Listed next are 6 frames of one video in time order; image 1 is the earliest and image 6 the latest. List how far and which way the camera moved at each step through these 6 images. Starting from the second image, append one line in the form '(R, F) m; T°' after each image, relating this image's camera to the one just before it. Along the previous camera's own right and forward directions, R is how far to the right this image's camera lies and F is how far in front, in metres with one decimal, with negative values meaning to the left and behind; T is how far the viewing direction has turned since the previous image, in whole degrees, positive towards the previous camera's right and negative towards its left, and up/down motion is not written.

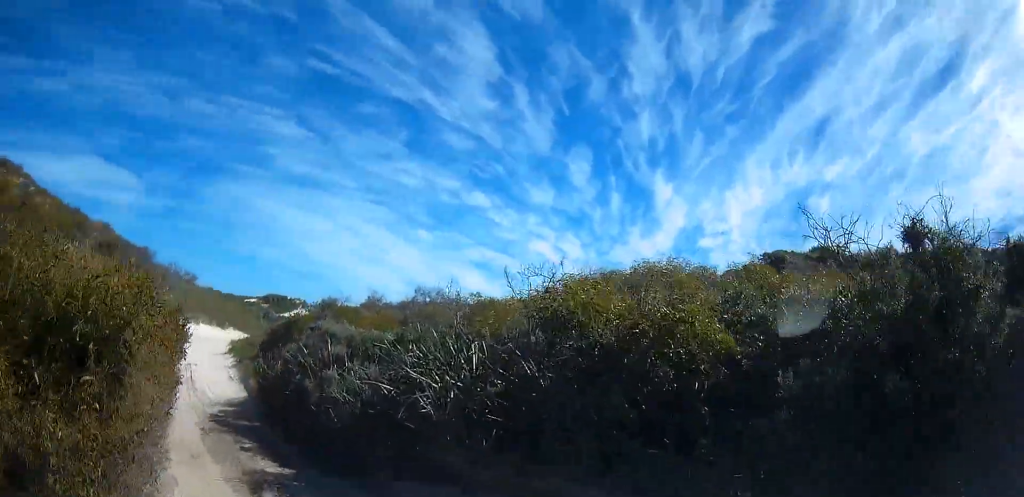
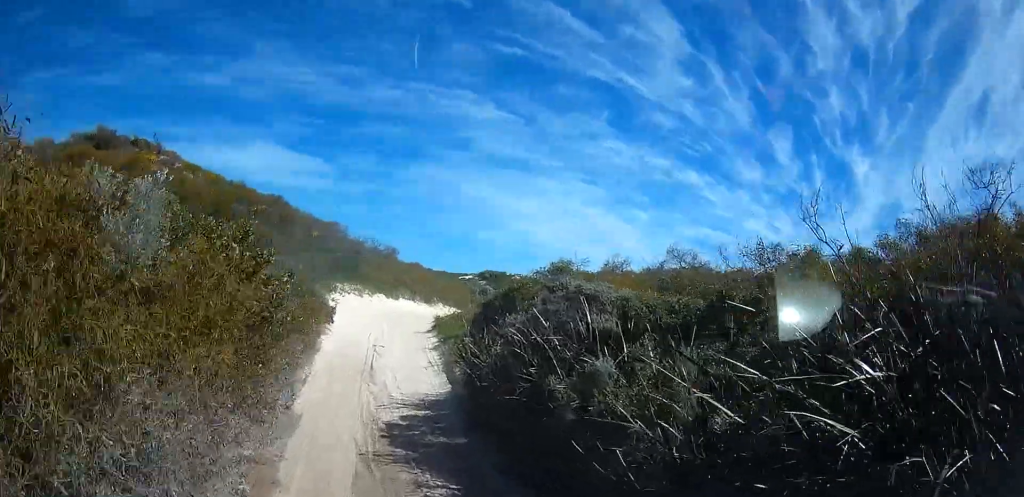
(-0.5, +4.7) m; -9°
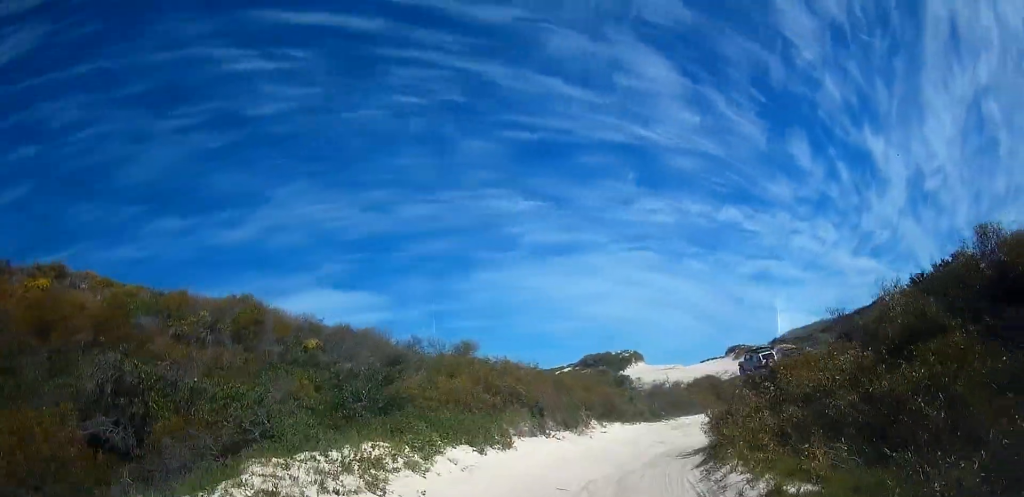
(-2.3, +17.2) m; -4°
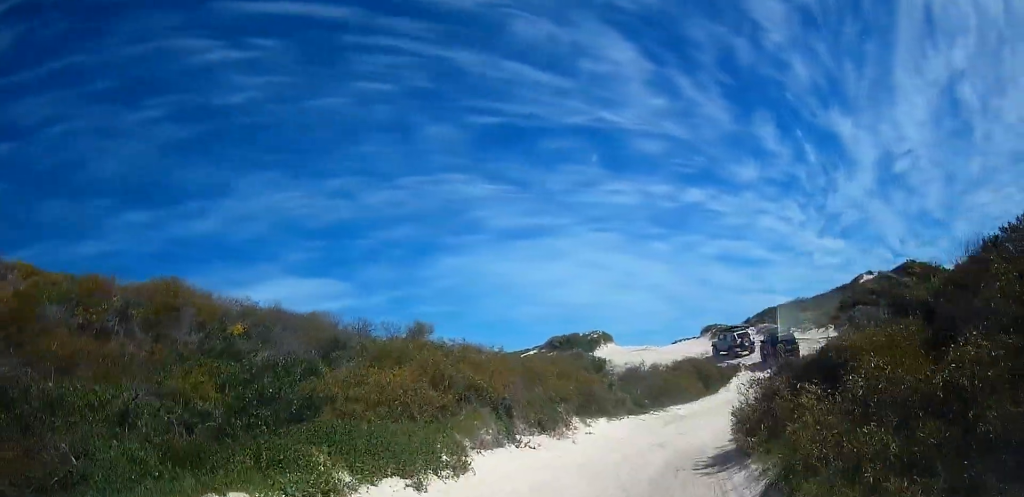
(+0.1, +3.1) m; +2°
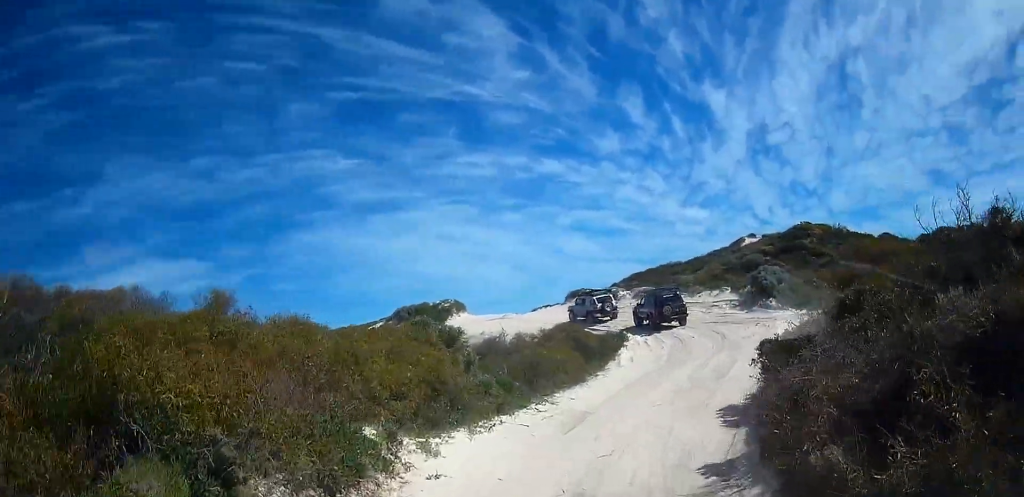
(+0.1, +6.0) m; +5°
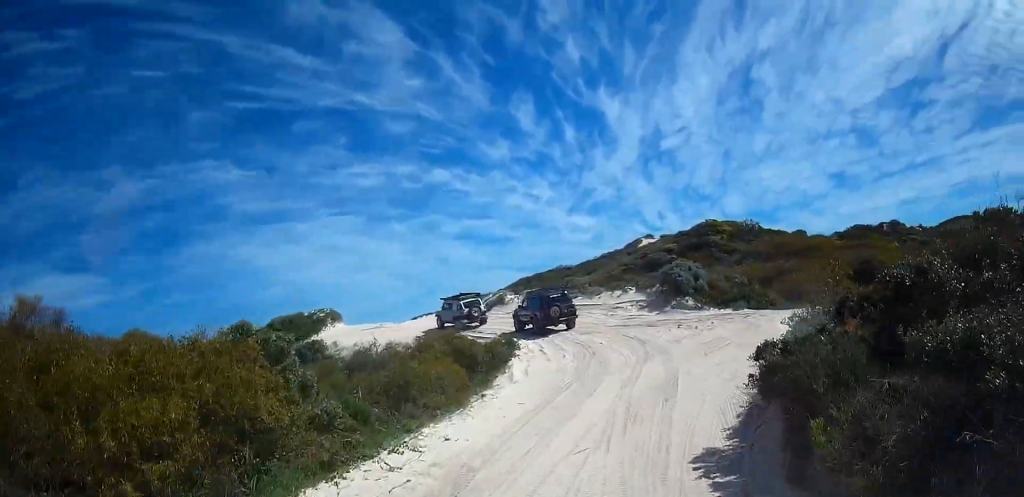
(+0.1, +4.5) m; +11°
